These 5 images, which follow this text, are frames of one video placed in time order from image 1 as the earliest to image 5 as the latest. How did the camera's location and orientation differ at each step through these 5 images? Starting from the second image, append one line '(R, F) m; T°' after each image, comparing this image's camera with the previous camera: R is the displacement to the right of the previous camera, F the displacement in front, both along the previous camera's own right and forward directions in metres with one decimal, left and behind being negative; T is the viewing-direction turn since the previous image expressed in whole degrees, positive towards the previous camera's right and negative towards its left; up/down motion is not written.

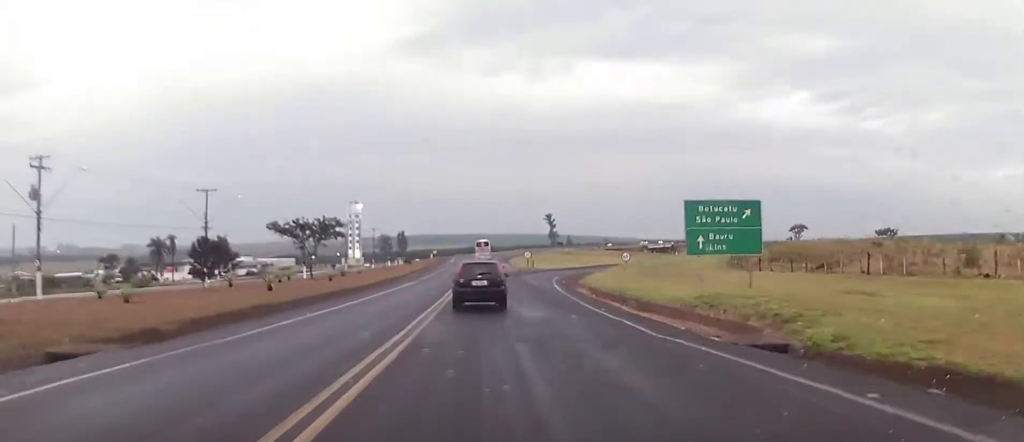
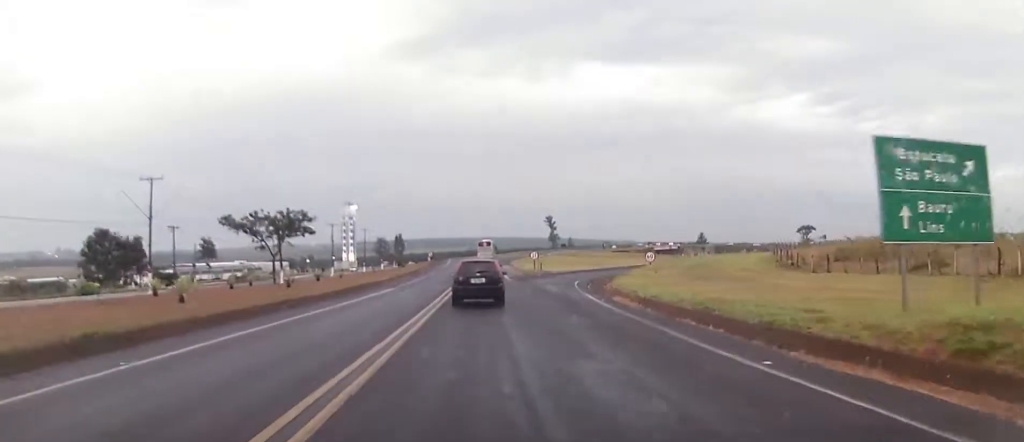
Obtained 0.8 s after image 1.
(-0.1, +13.0) m; +2°
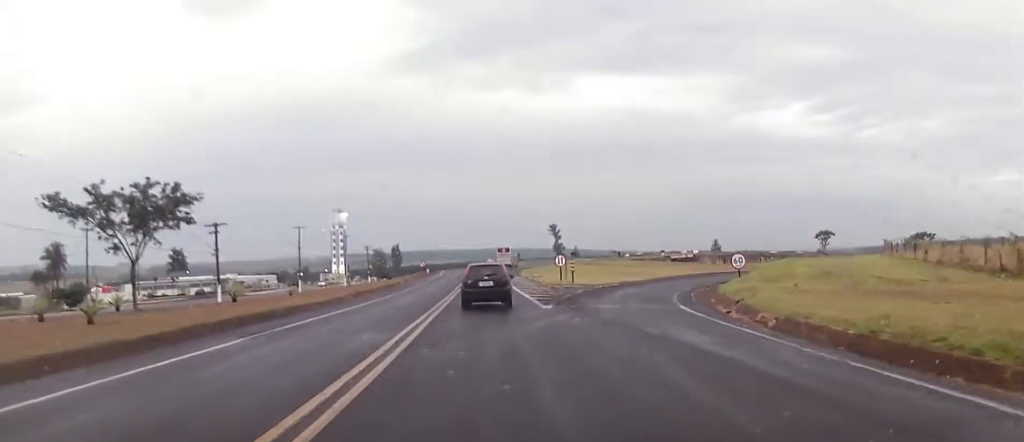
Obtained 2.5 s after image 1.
(+0.2, +25.5) m; 0°
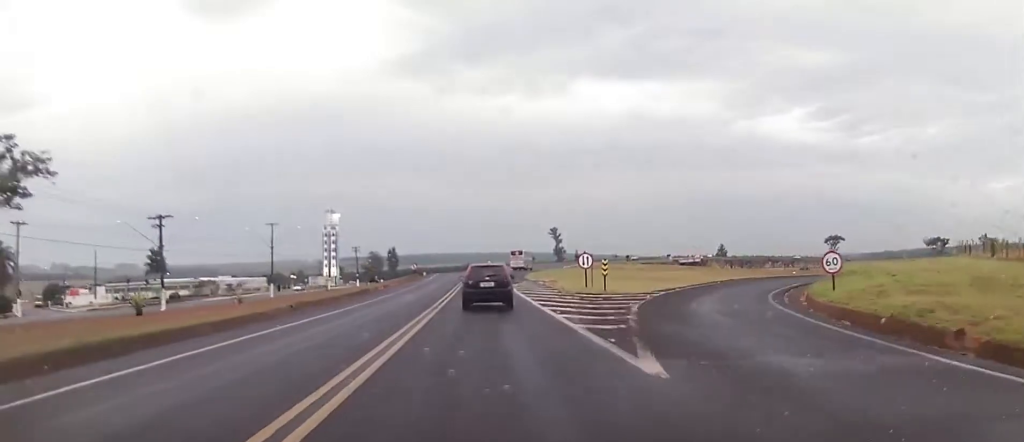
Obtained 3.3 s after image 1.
(0.0, +13.8) m; 0°
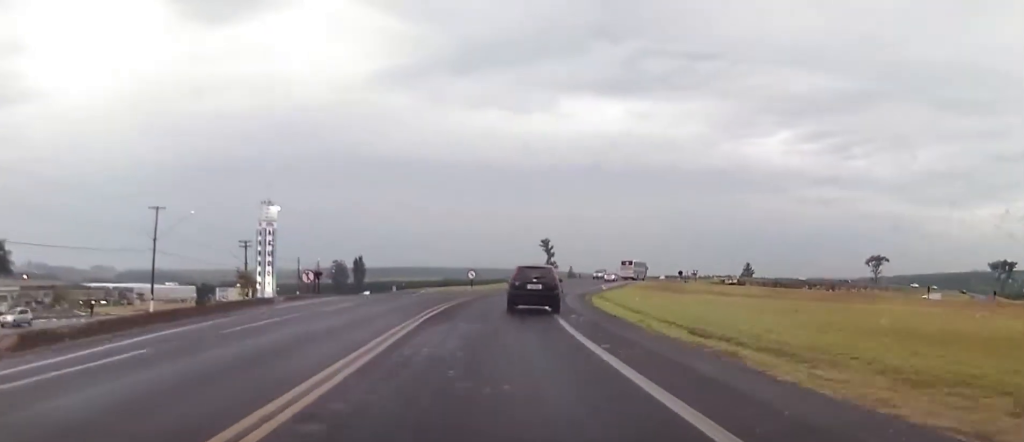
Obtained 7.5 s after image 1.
(-0.1, +63.1) m; +1°
